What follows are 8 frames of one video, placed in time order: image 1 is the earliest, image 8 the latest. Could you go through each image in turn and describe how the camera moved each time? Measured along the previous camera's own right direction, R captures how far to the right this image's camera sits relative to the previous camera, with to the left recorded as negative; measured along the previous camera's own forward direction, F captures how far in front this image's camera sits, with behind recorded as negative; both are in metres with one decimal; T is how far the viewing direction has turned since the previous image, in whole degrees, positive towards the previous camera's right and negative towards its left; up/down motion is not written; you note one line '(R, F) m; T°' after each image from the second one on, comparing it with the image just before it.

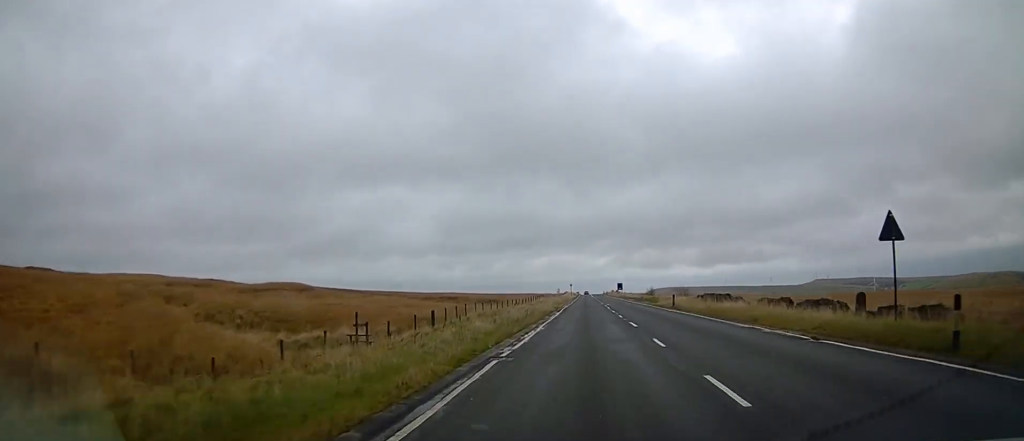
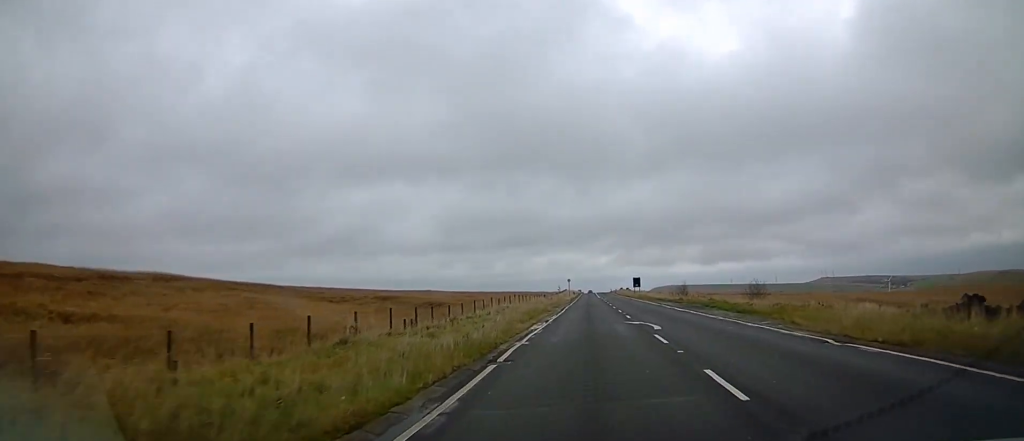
(-0.2, +32.4) m; 0°
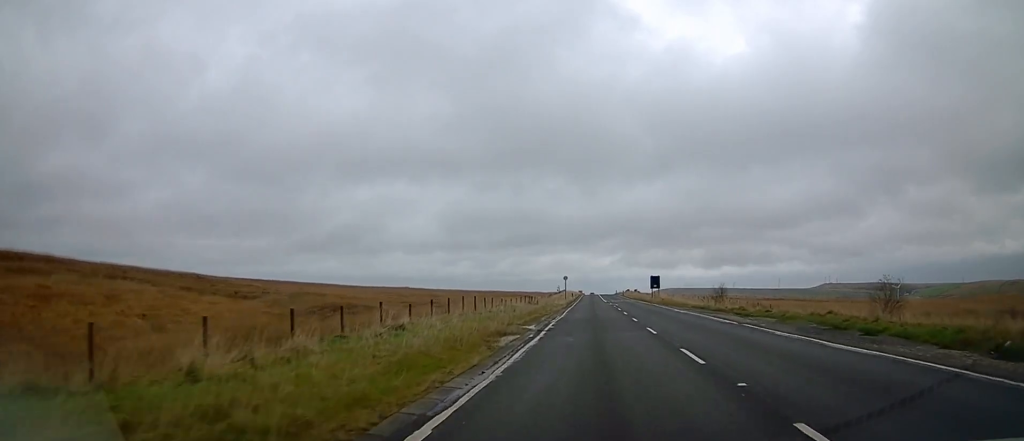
(+0.1, +20.4) m; 0°
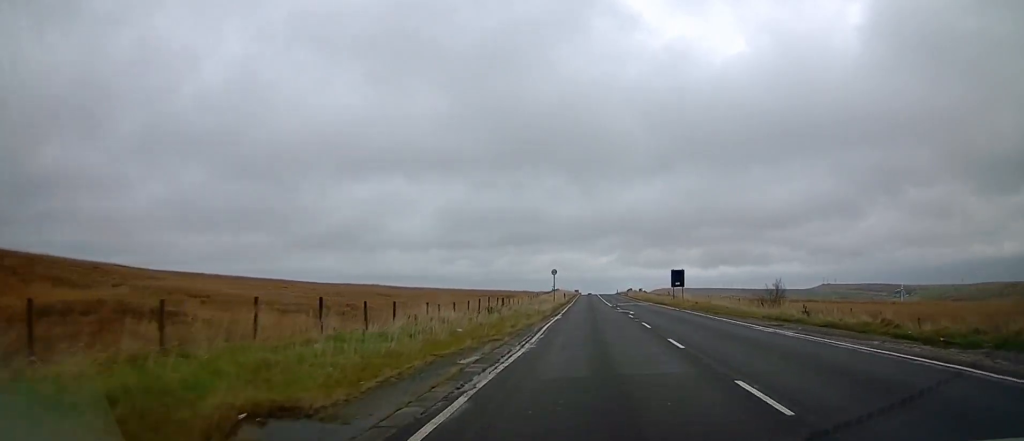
(-0.1, +17.0) m; 0°
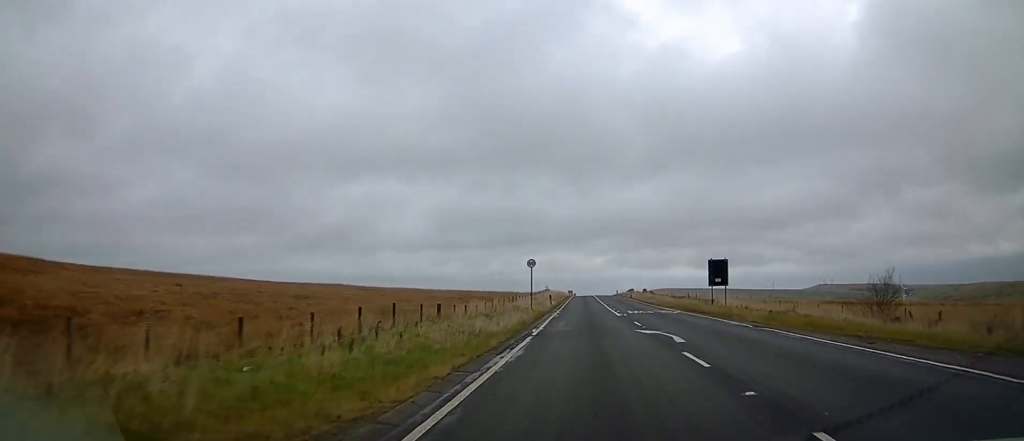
(0.0, +15.6) m; 0°
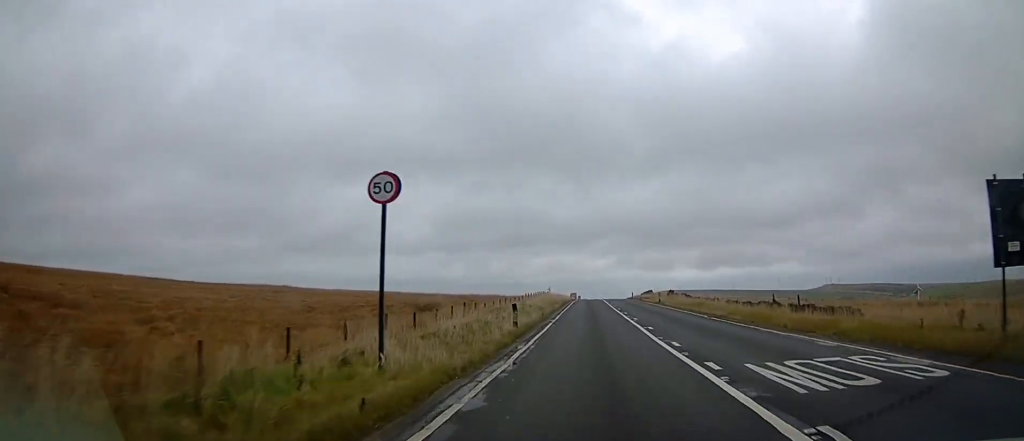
(+0.1, +22.8) m; 0°
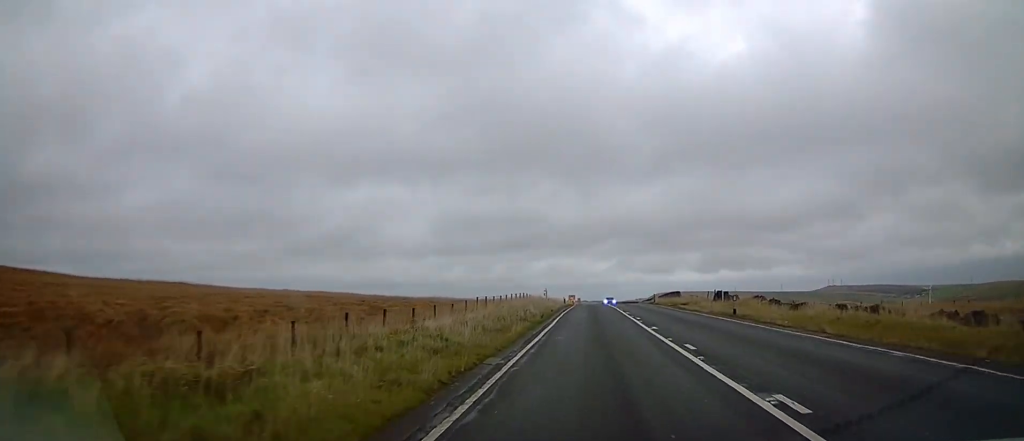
(0.0, +23.9) m; 0°
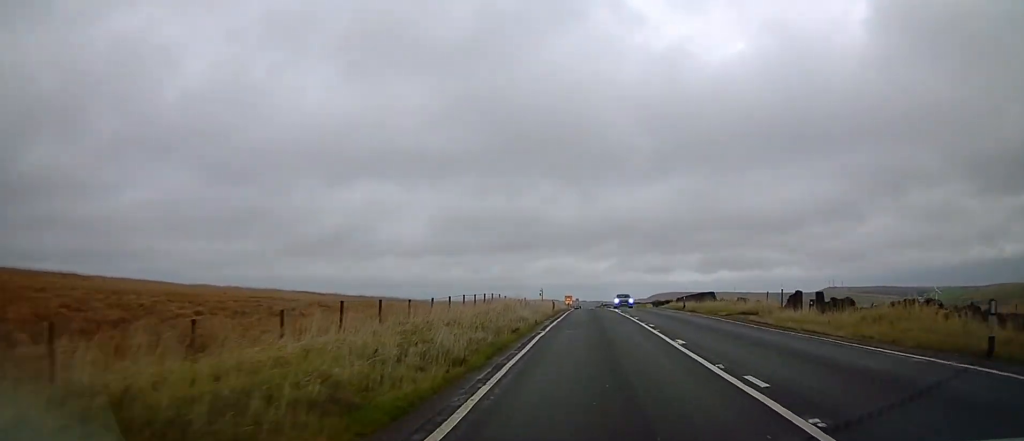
(0.0, +16.4) m; 0°
